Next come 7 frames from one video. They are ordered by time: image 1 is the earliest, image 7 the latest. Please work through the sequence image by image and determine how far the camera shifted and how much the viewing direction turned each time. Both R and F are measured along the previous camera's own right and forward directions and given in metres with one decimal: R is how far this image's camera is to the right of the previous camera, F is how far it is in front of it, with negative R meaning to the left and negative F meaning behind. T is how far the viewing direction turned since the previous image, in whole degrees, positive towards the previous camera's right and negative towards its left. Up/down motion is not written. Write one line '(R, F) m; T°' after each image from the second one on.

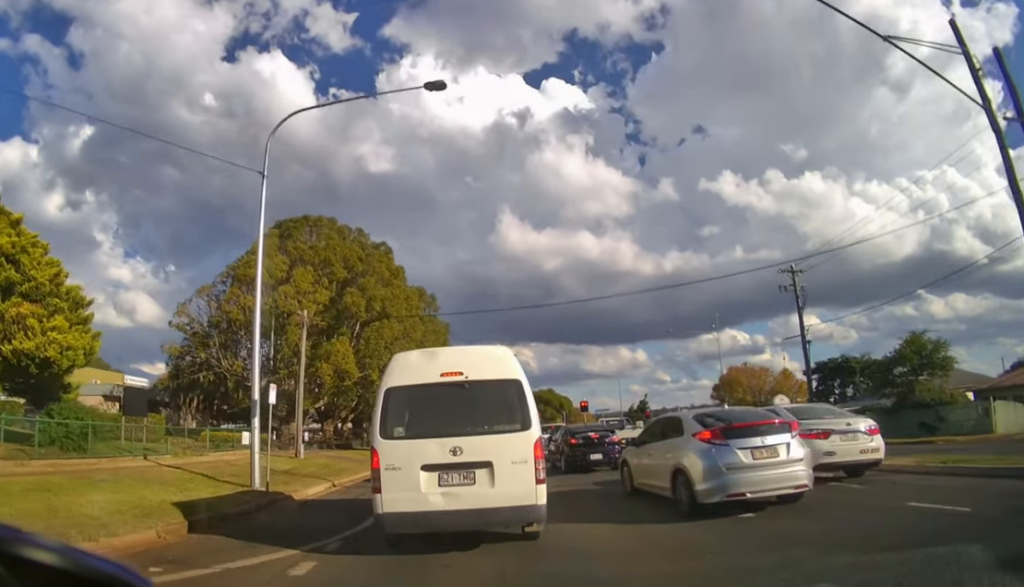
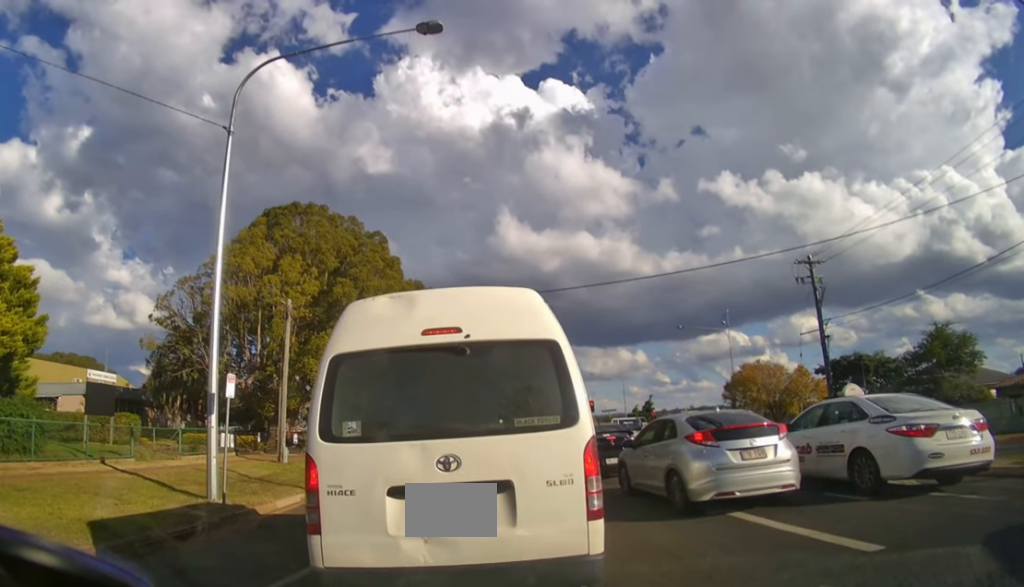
(-0.1, +3.3) m; -2°
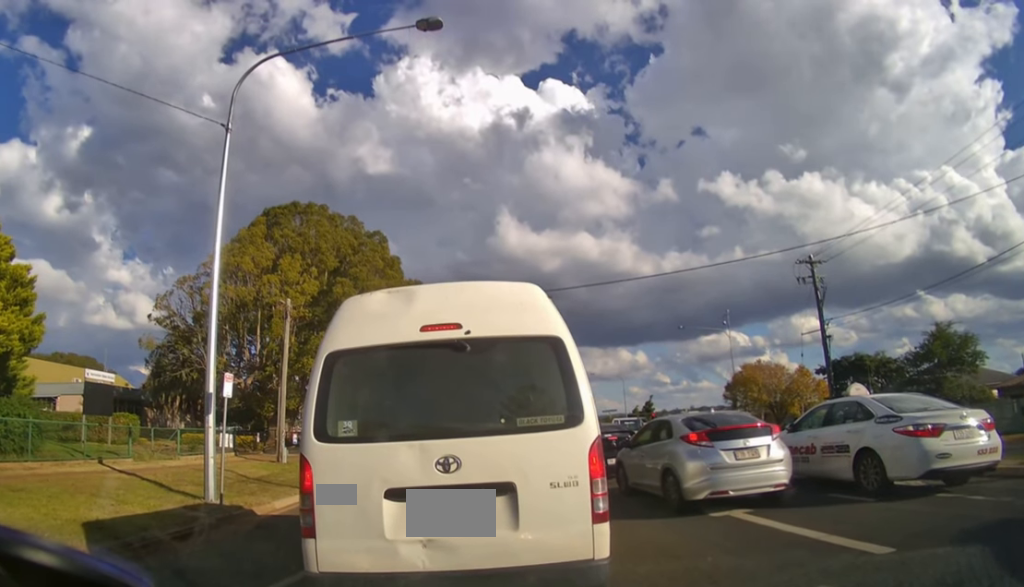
(0.0, +0.2) m; 0°
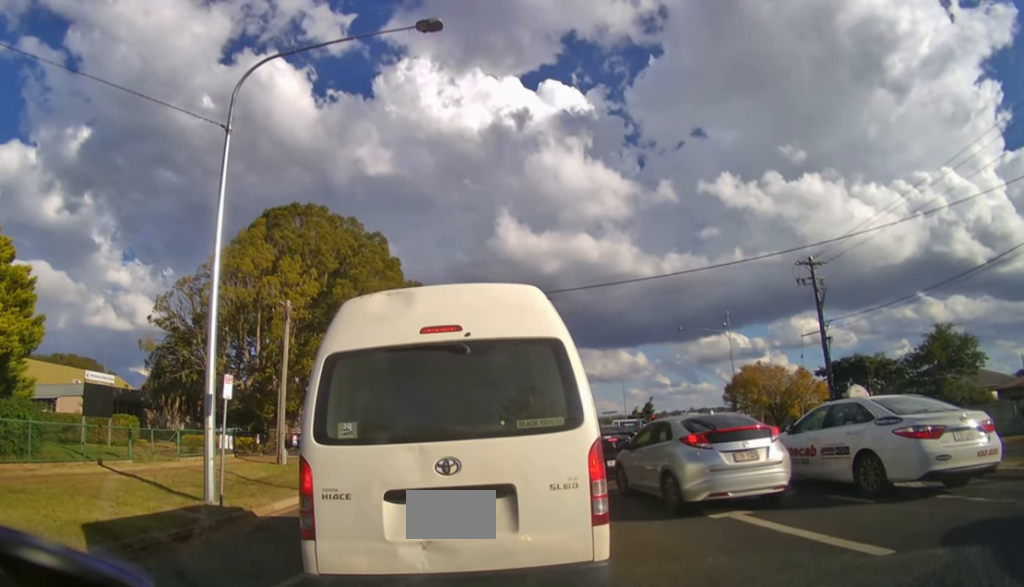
(0.0, 0.0) m; 0°
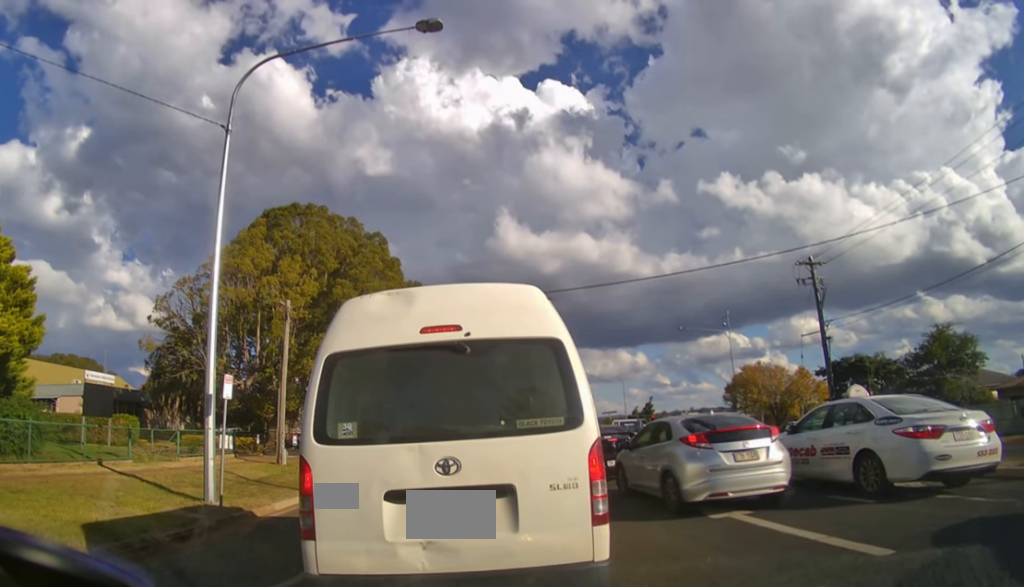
(0.0, 0.0) m; 0°
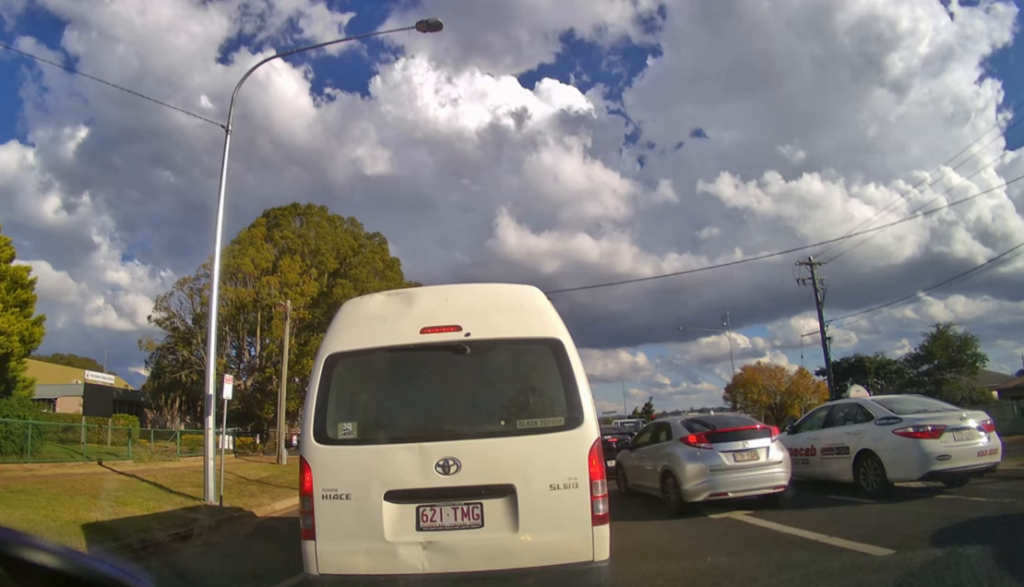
(0.0, 0.0) m; 0°
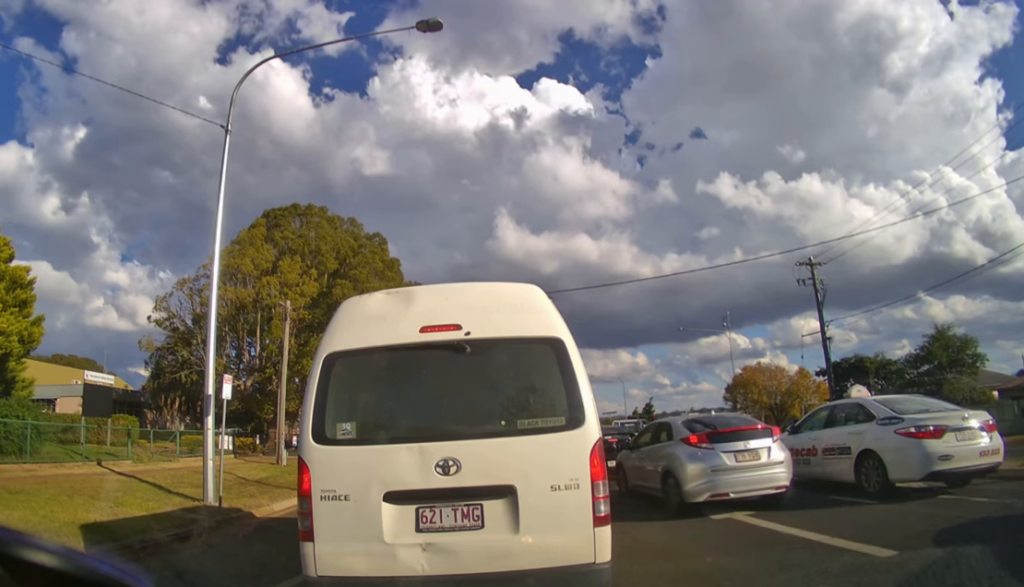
(0.0, 0.0) m; 0°
